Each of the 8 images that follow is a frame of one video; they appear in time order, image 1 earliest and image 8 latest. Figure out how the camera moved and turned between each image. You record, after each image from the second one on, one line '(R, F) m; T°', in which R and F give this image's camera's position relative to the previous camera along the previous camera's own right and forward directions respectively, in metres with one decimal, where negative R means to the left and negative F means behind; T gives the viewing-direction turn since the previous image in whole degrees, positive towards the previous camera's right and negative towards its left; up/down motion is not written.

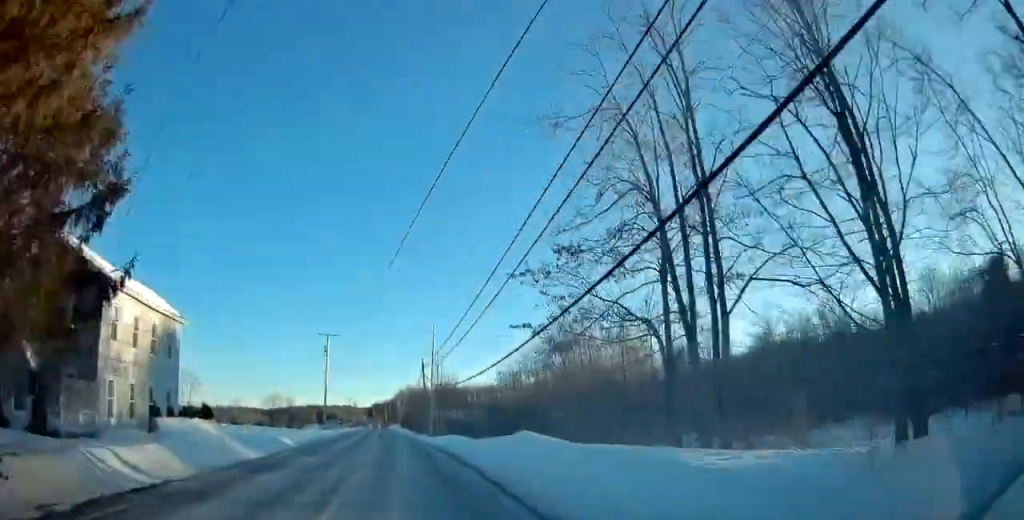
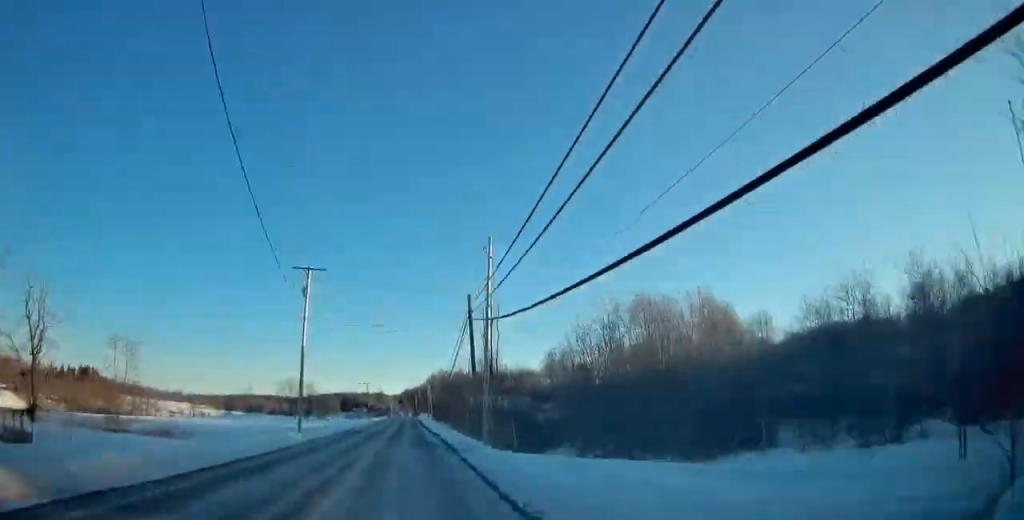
(-0.3, +27.4) m; -1°
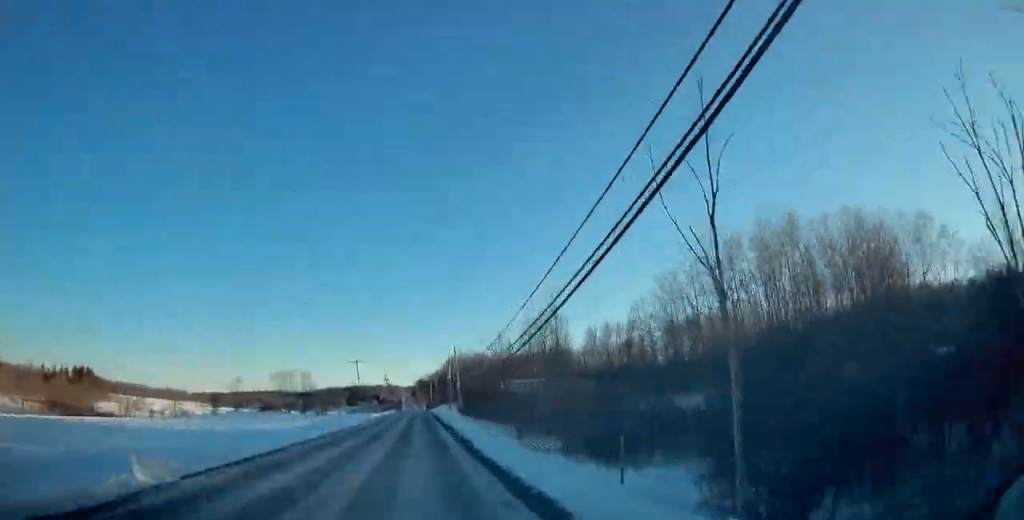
(-0.7, +40.1) m; -1°
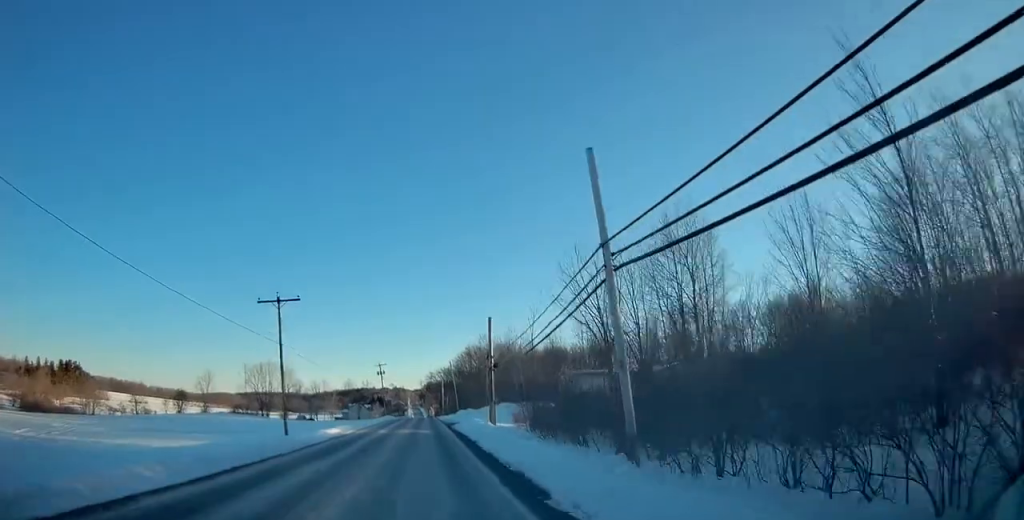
(-0.2, +45.0) m; 0°
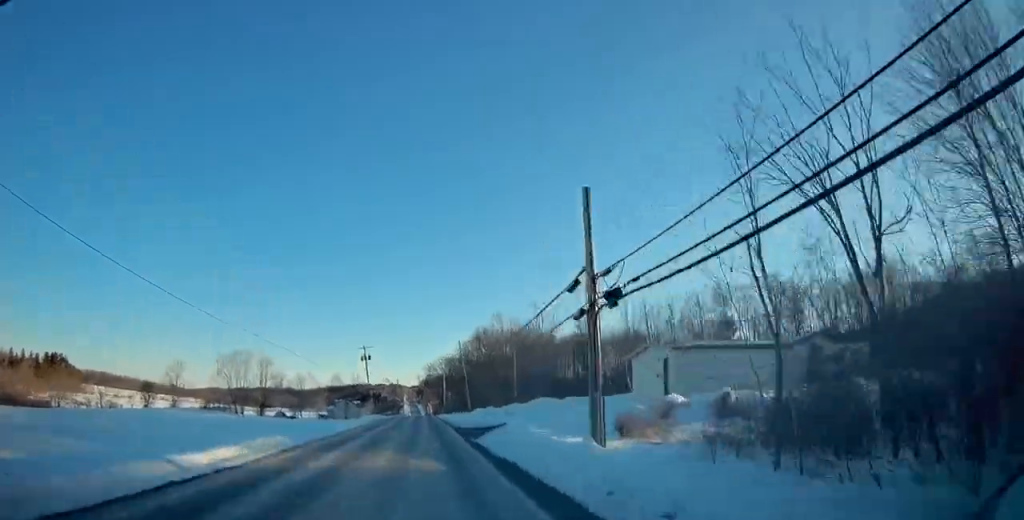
(0.0, +26.0) m; 0°
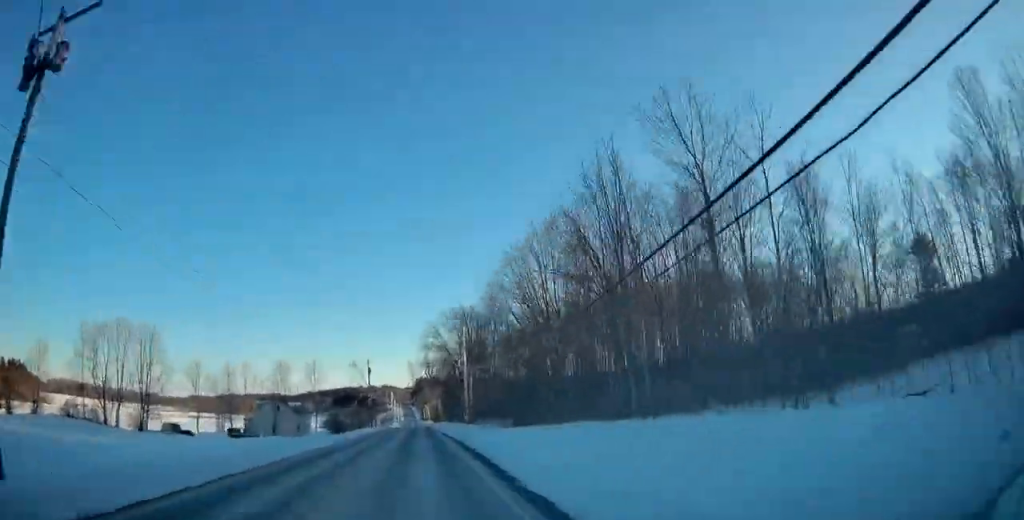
(+0.5, +73.9) m; +1°
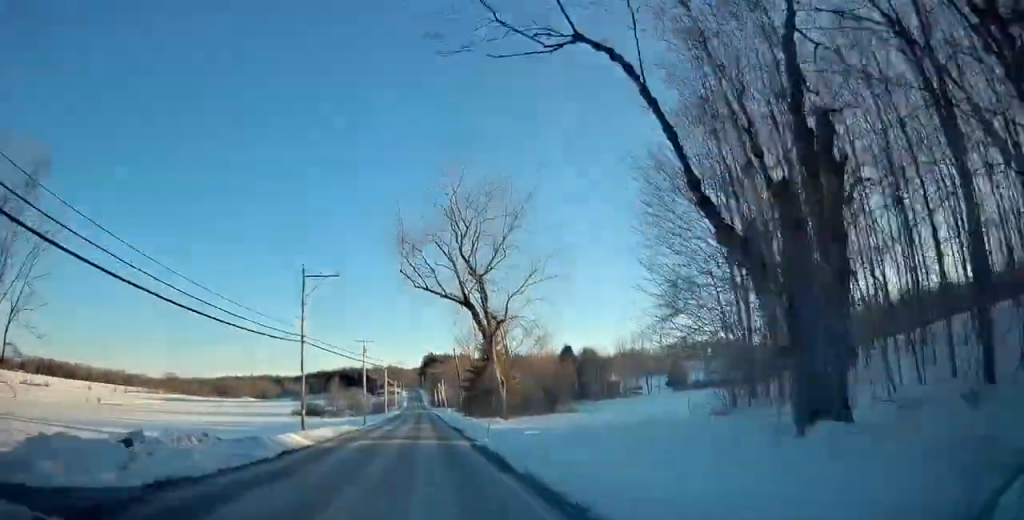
(-2.4, +104.0) m; -2°
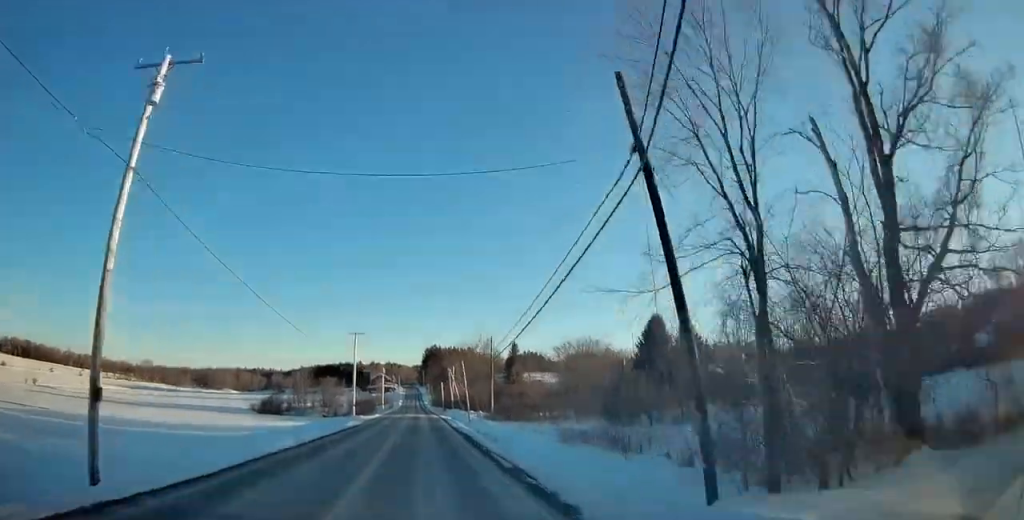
(+0.8, +65.4) m; 0°
